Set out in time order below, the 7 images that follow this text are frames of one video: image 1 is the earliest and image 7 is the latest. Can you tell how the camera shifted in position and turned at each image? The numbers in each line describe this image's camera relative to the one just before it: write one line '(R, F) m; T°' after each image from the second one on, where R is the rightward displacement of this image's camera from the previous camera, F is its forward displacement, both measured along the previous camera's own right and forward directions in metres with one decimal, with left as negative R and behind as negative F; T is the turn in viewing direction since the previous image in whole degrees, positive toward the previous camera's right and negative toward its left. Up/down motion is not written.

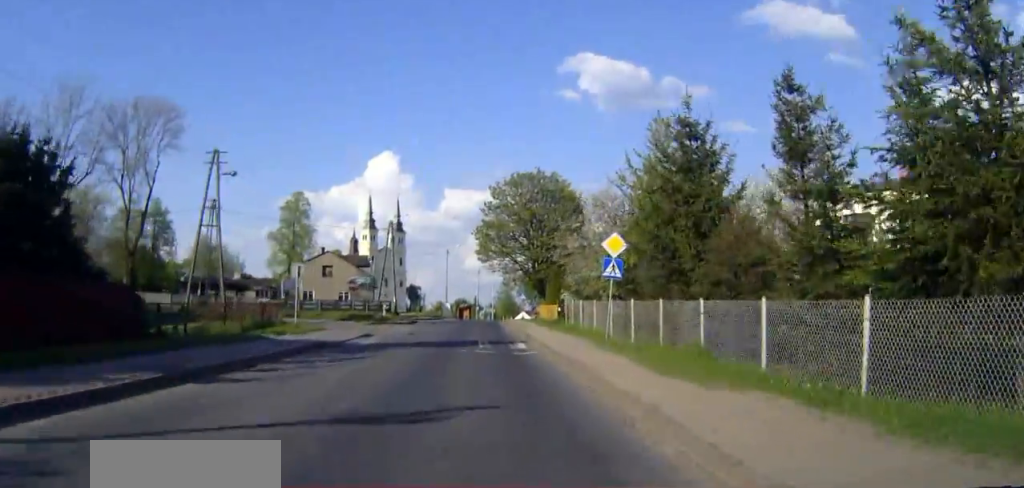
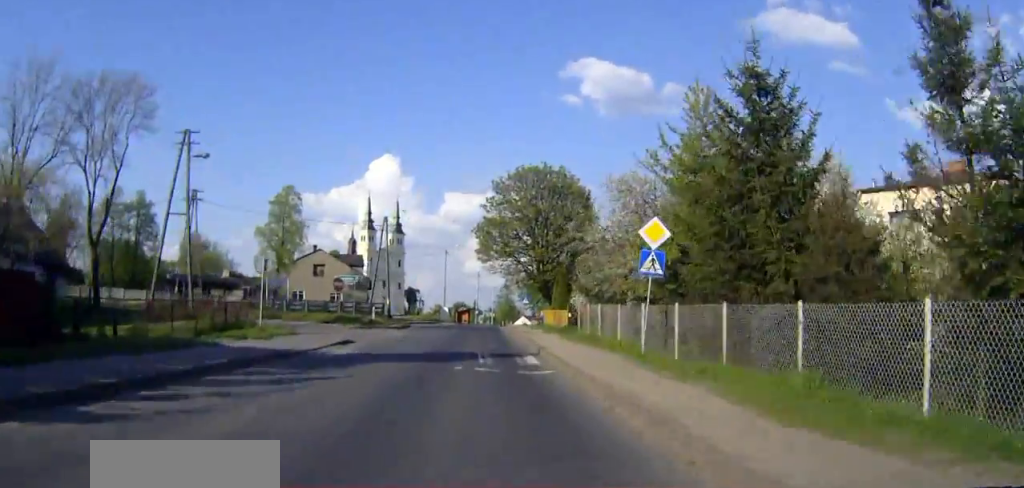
(-0.1, +5.1) m; 0°
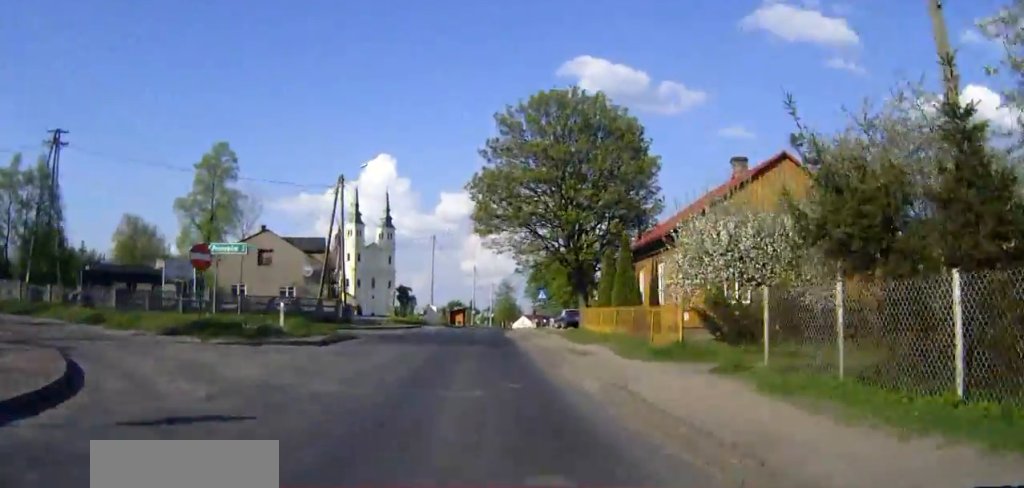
(+0.1, +21.8) m; +1°
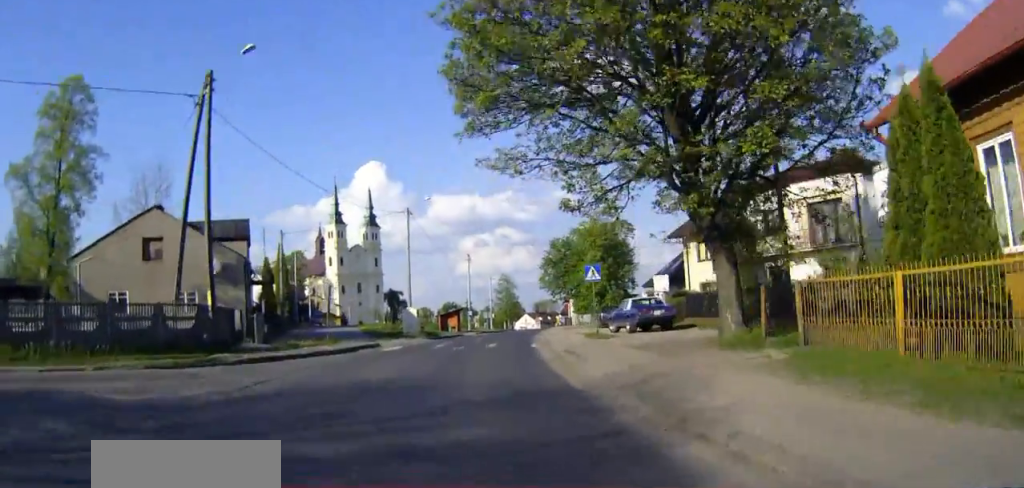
(0.0, +23.9) m; 0°
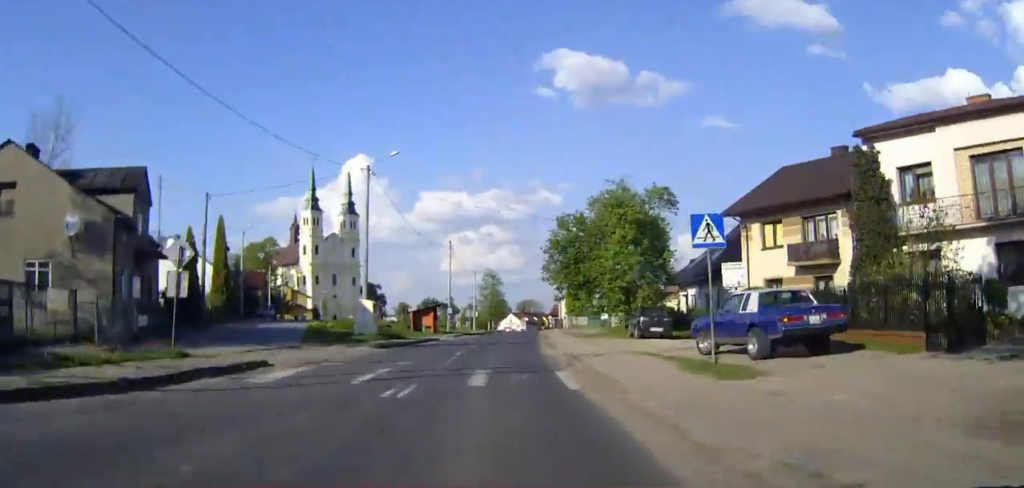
(+0.1, +15.8) m; +1°
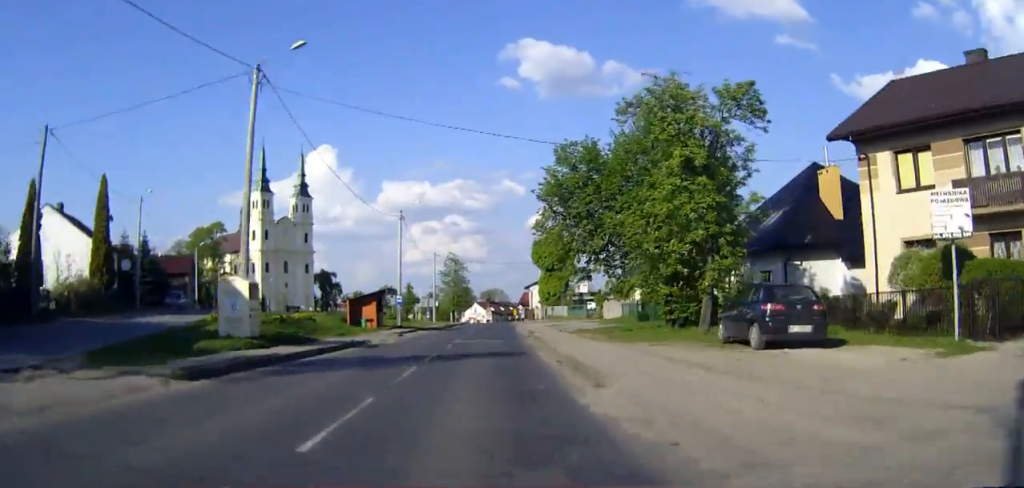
(+0.3, +17.3) m; +2°
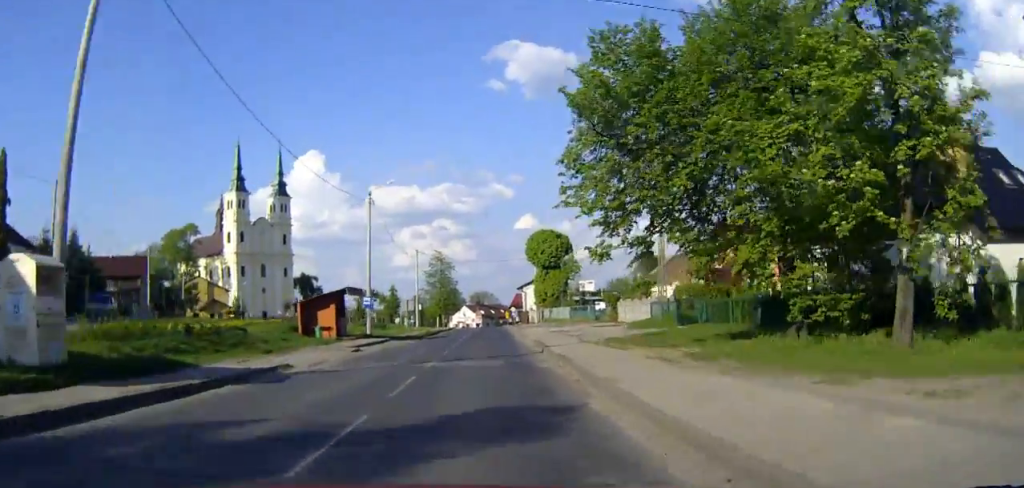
(+0.1, +12.2) m; +1°
